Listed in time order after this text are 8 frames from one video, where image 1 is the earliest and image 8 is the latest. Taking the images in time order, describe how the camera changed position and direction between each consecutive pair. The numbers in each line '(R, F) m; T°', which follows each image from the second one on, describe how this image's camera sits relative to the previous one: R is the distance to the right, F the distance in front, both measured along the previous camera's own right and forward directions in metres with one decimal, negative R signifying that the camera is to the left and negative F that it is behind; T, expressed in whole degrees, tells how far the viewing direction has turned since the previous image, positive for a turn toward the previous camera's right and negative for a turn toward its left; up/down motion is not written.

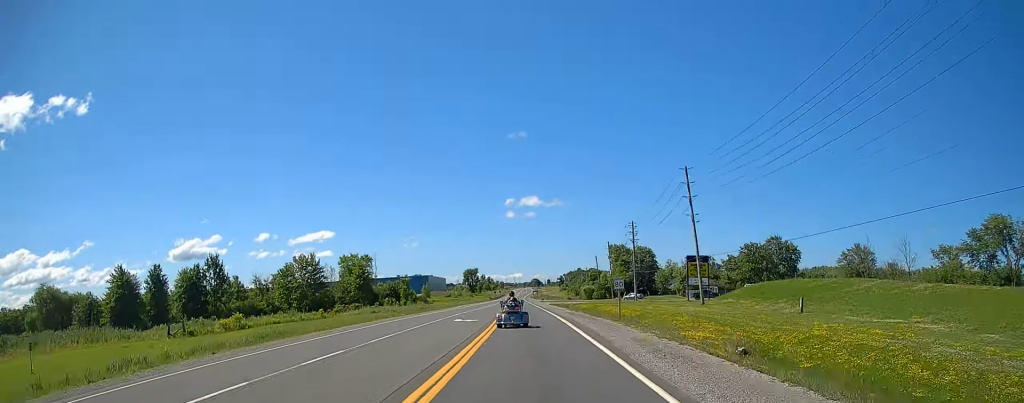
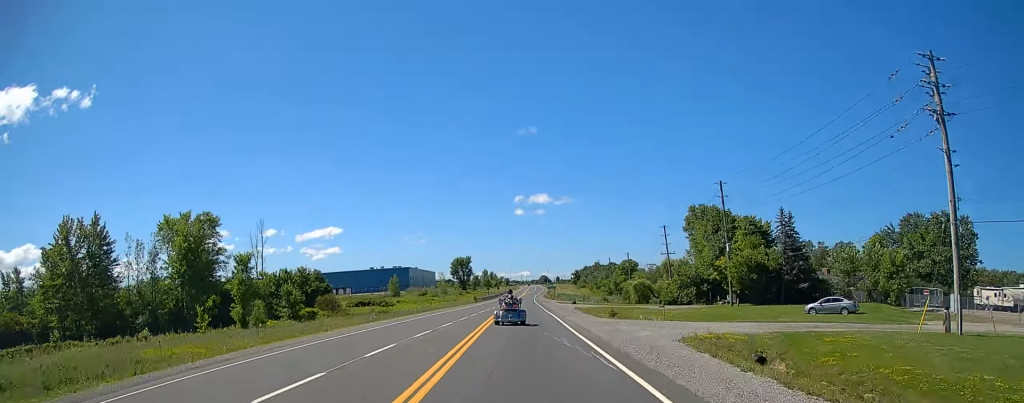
(-0.2, +88.2) m; 0°
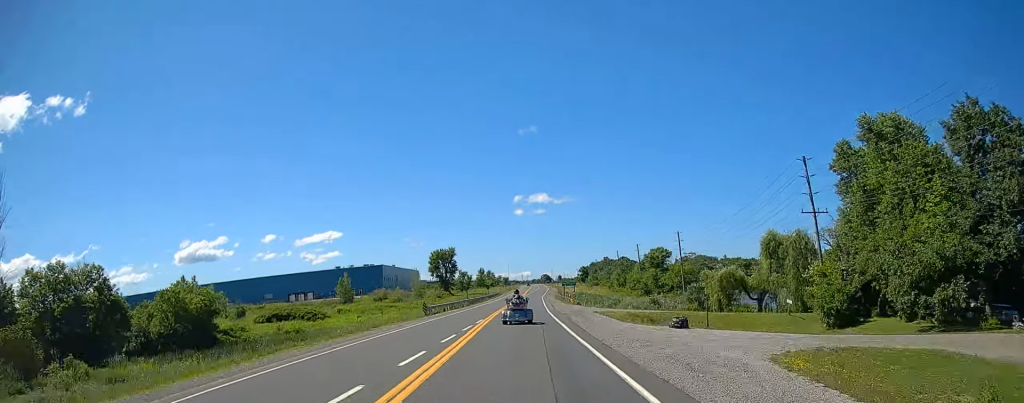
(-0.2, +57.1) m; 0°
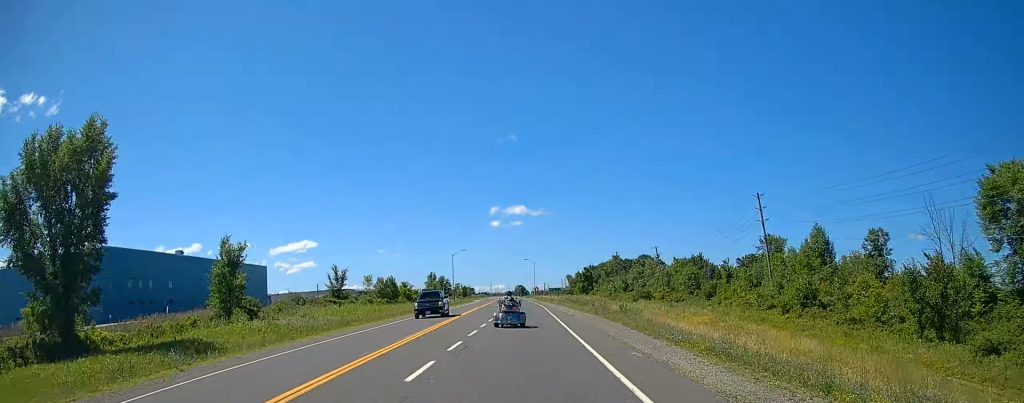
(+1.9, +158.0) m; +1°
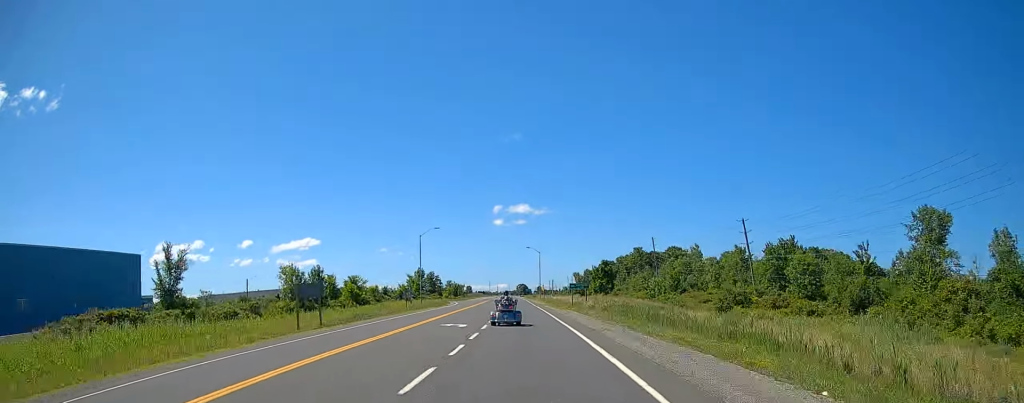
(+0.3, +54.9) m; 0°
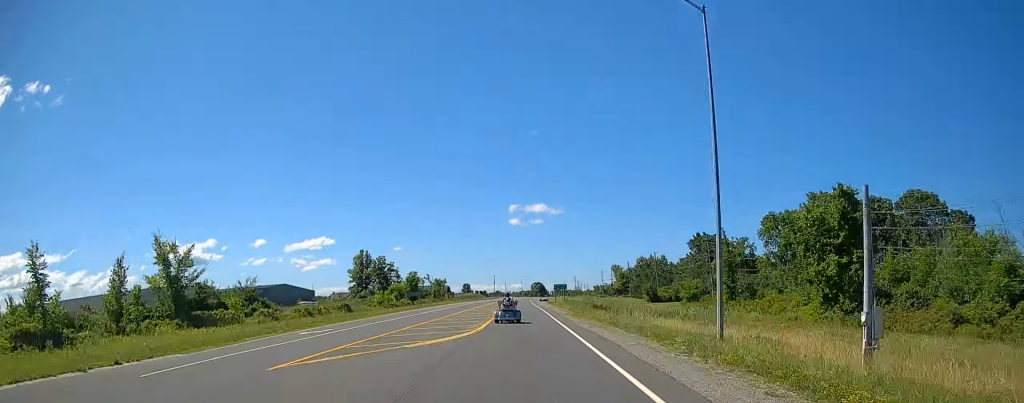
(-1.2, +154.0) m; -1°
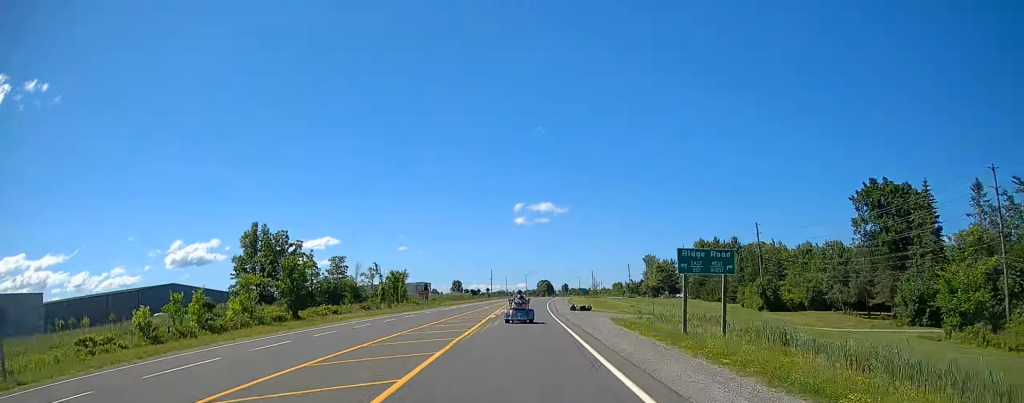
(-0.6, +84.6) m; +1°
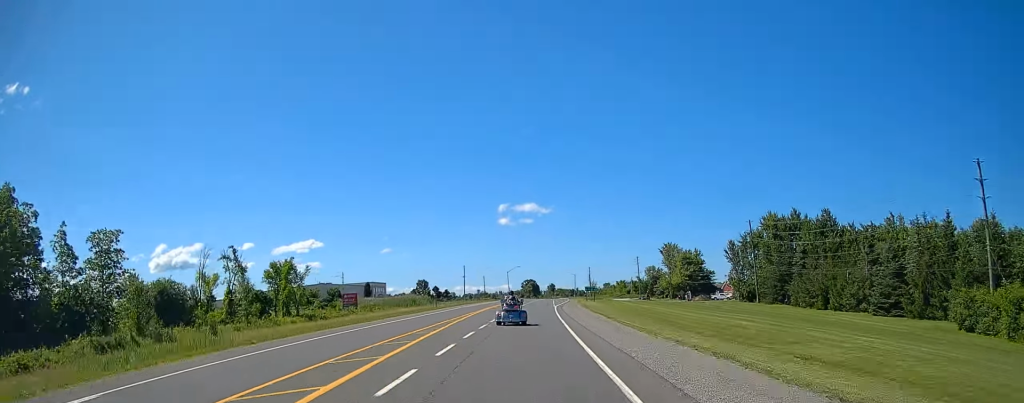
(+0.9, +62.9) m; +1°
